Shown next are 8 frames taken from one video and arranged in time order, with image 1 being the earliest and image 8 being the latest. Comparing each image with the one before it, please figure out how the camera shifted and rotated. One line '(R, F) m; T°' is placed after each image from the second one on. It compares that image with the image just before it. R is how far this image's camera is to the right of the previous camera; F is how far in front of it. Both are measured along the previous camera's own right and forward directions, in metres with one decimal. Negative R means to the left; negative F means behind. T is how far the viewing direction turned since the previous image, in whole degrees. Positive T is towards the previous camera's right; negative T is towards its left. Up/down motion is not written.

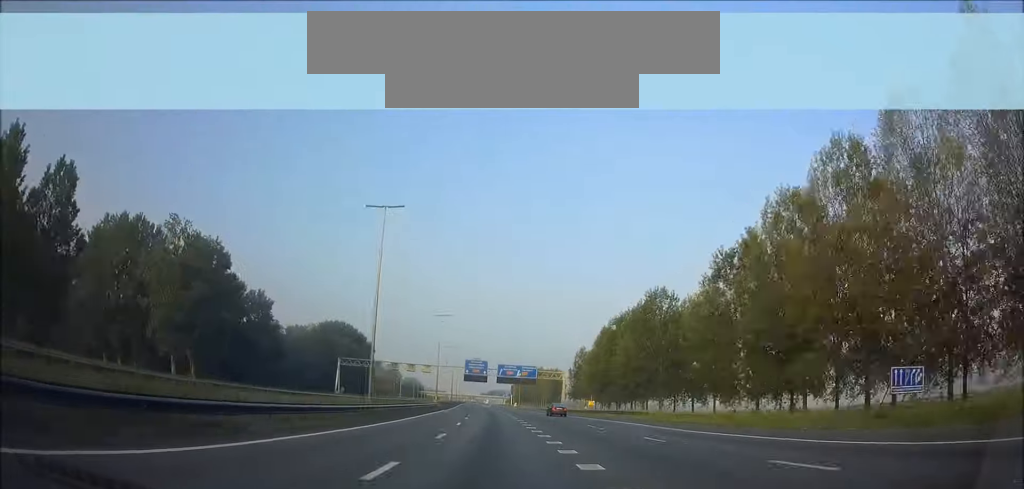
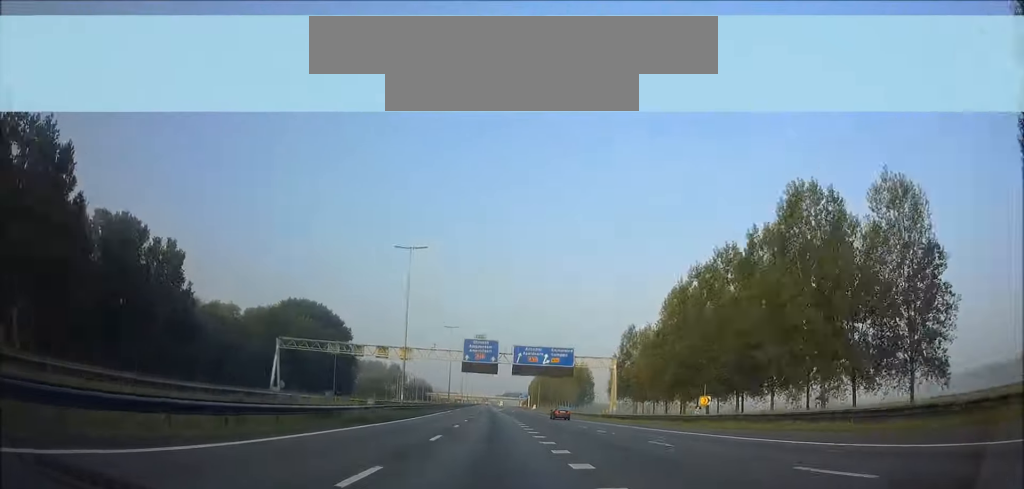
(+0.3, +33.6) m; -2°
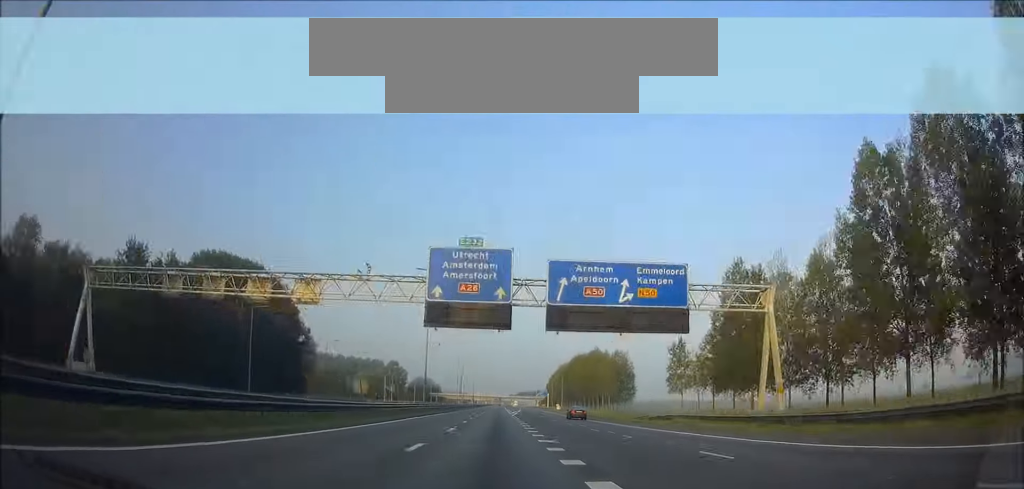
(-1.4, +66.6) m; -1°
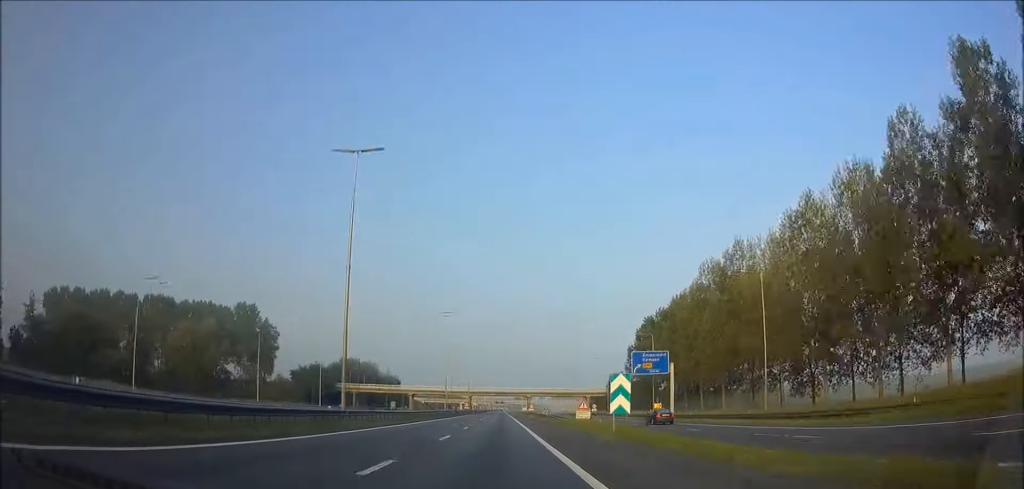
(-5.0, +261.5) m; -1°
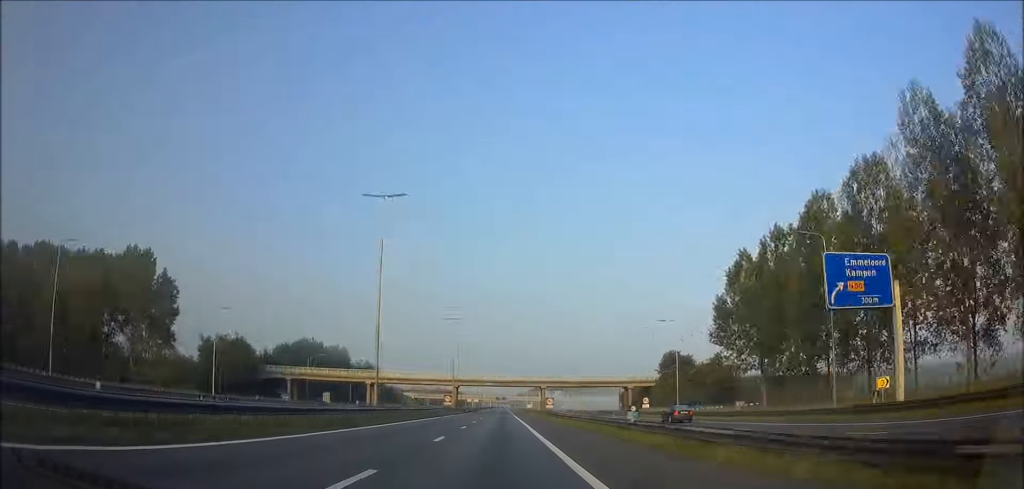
(0.0, +52.8) m; 0°
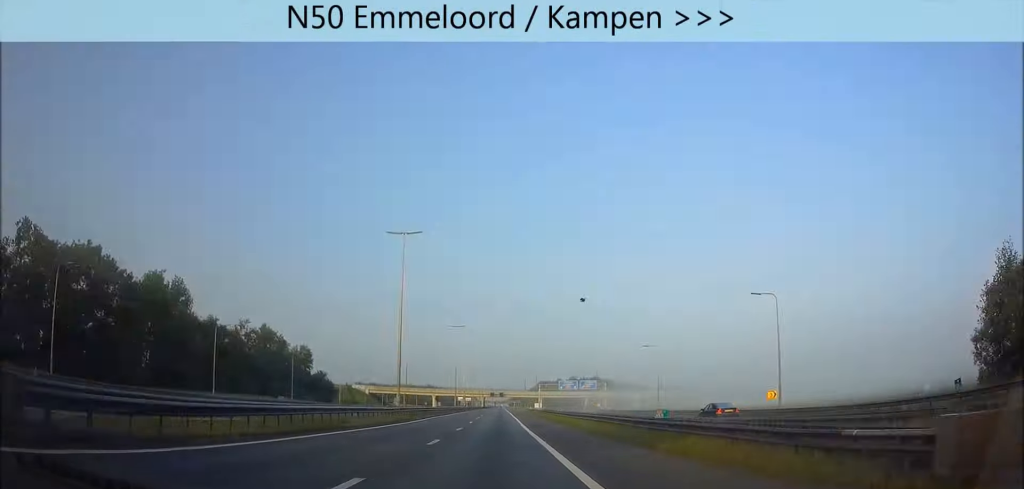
(-0.3, +110.8) m; 0°
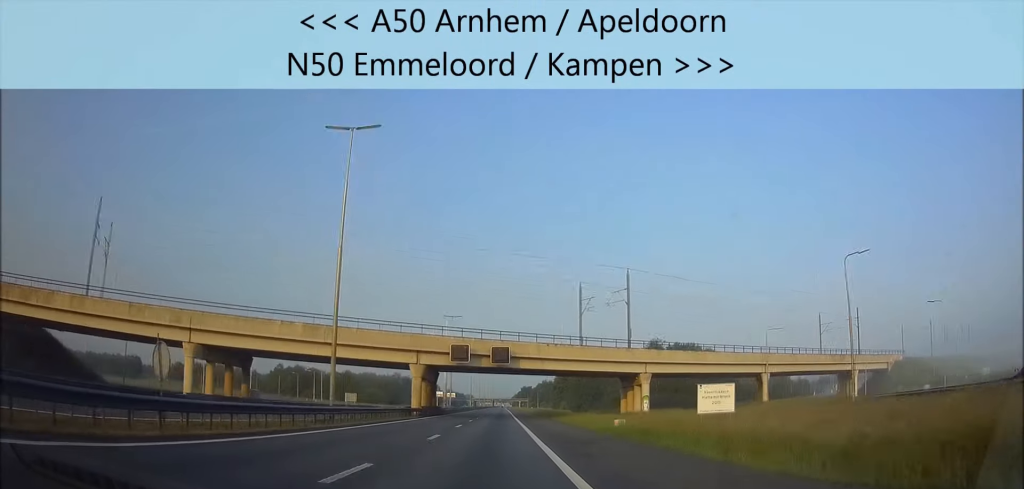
(0.0, +180.8) m; 0°
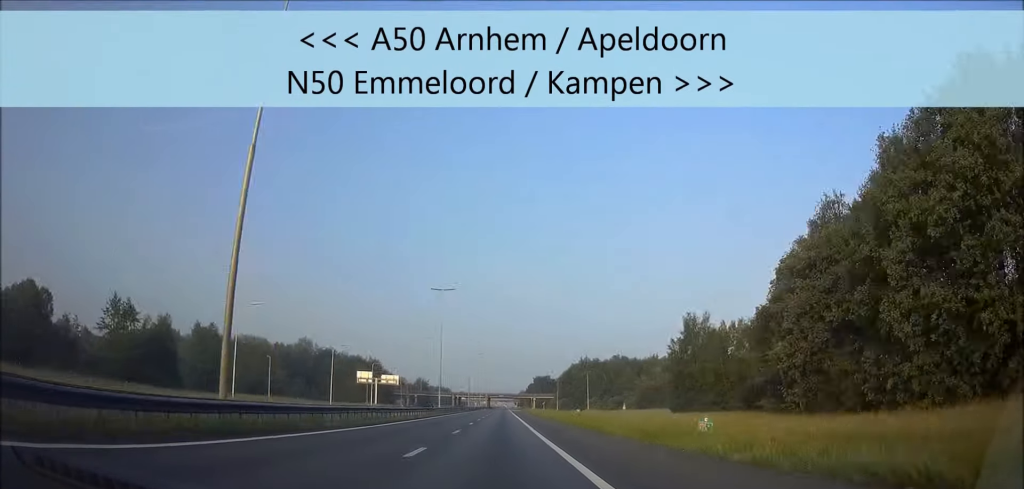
(+0.7, +206.6) m; 0°
